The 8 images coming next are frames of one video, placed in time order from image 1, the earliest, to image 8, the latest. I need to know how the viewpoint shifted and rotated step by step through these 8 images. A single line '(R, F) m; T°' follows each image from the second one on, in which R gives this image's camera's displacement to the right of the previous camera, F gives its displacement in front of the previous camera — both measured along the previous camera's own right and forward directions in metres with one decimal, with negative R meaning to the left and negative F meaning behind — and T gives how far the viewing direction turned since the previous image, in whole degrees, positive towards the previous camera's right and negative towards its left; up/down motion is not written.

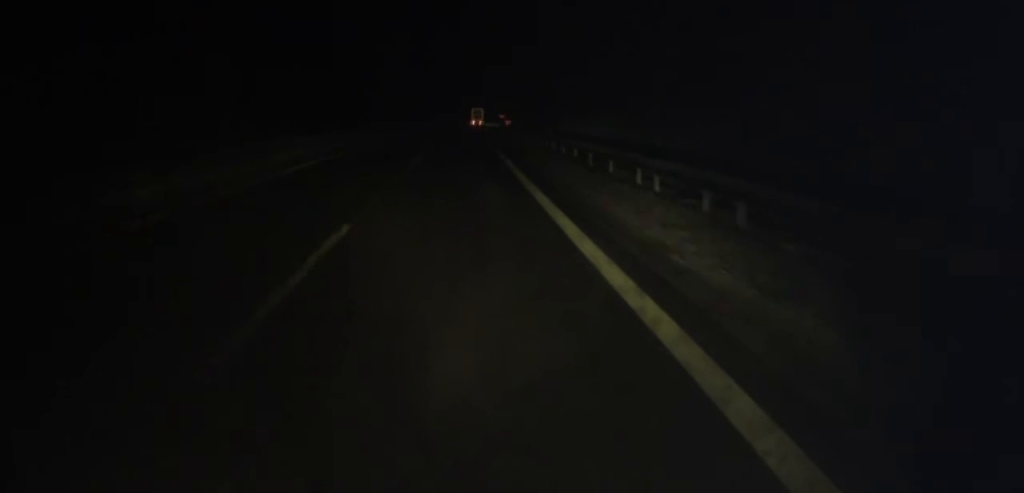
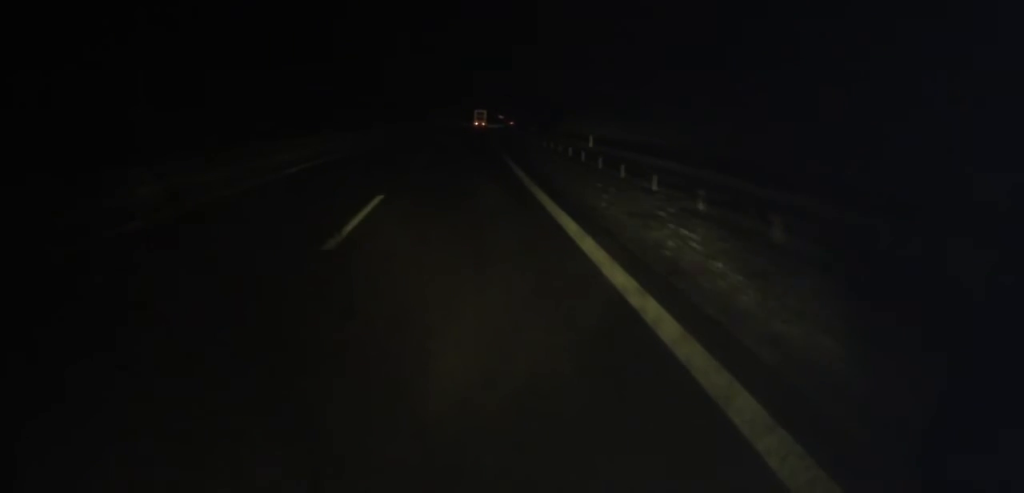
(0.0, +14.8) m; 0°
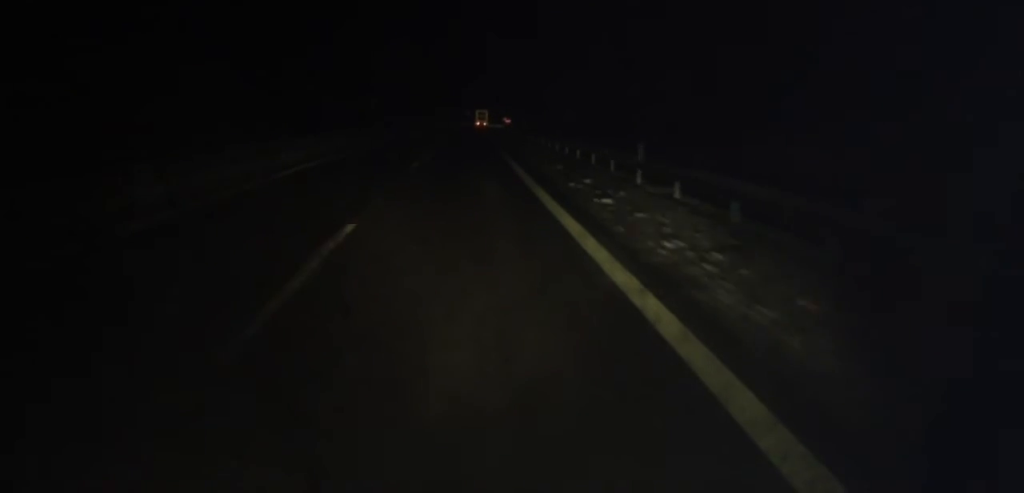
(+0.4, +59.1) m; +1°
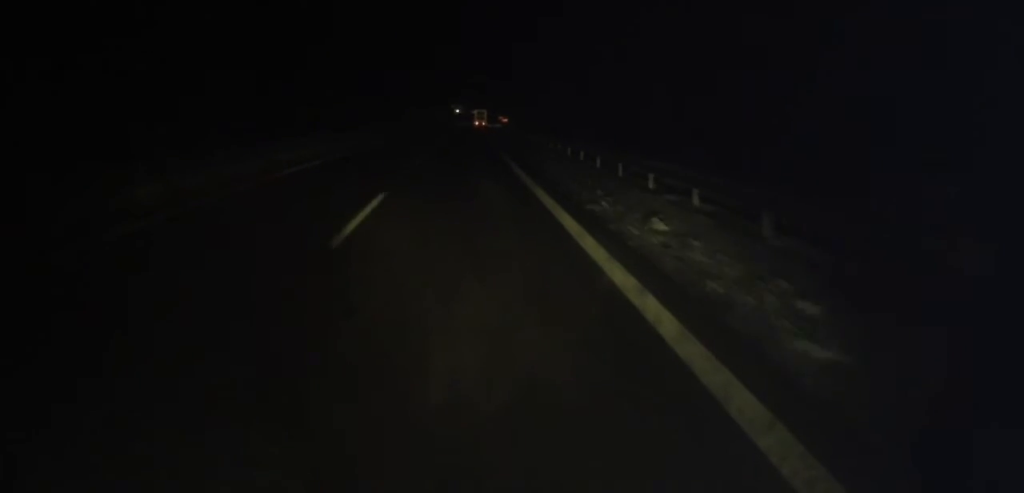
(0.0, +12.9) m; 0°
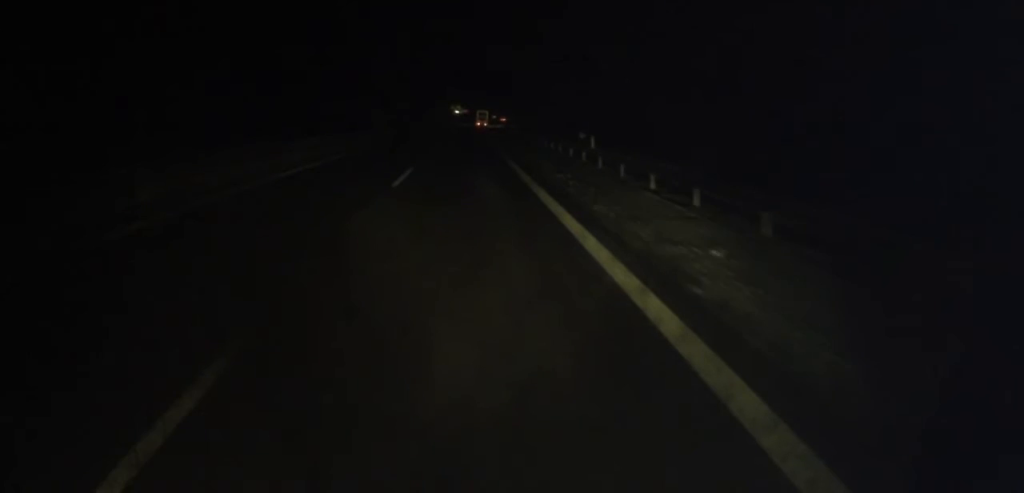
(+0.2, +25.9) m; +1°
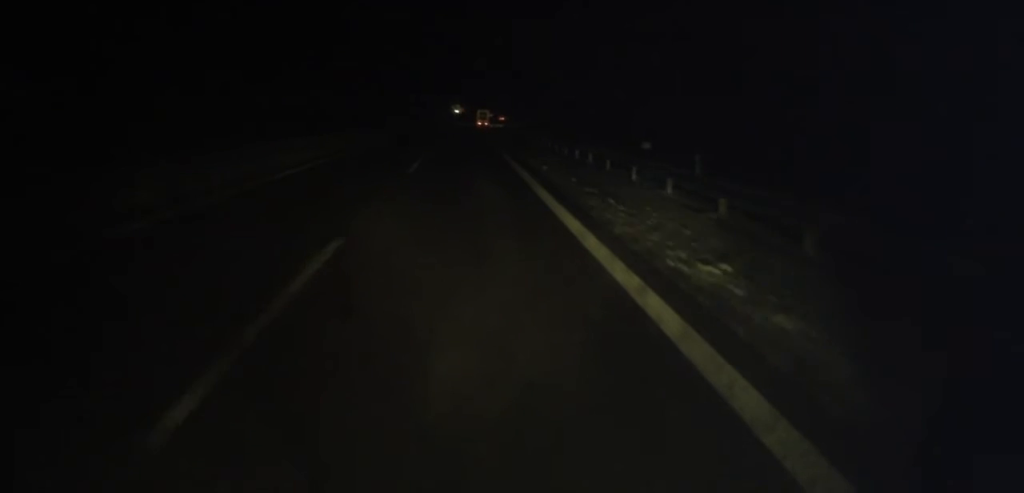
(0.0, +12.7) m; 0°
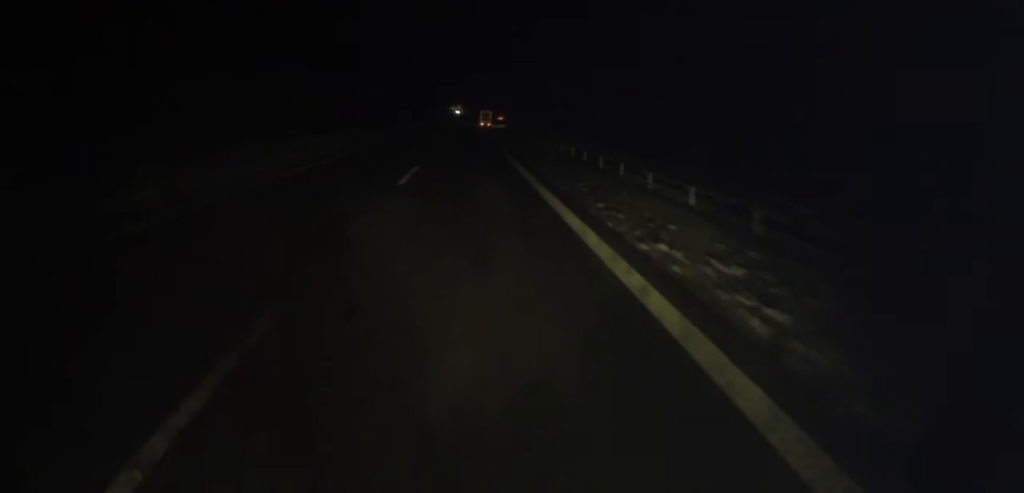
(0.0, +23.6) m; 0°
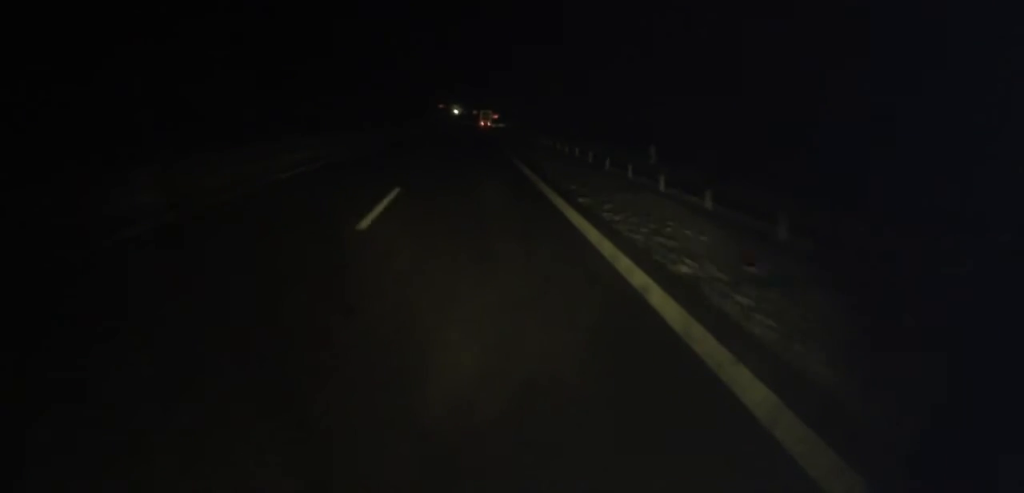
(+0.1, +25.8) m; 0°
